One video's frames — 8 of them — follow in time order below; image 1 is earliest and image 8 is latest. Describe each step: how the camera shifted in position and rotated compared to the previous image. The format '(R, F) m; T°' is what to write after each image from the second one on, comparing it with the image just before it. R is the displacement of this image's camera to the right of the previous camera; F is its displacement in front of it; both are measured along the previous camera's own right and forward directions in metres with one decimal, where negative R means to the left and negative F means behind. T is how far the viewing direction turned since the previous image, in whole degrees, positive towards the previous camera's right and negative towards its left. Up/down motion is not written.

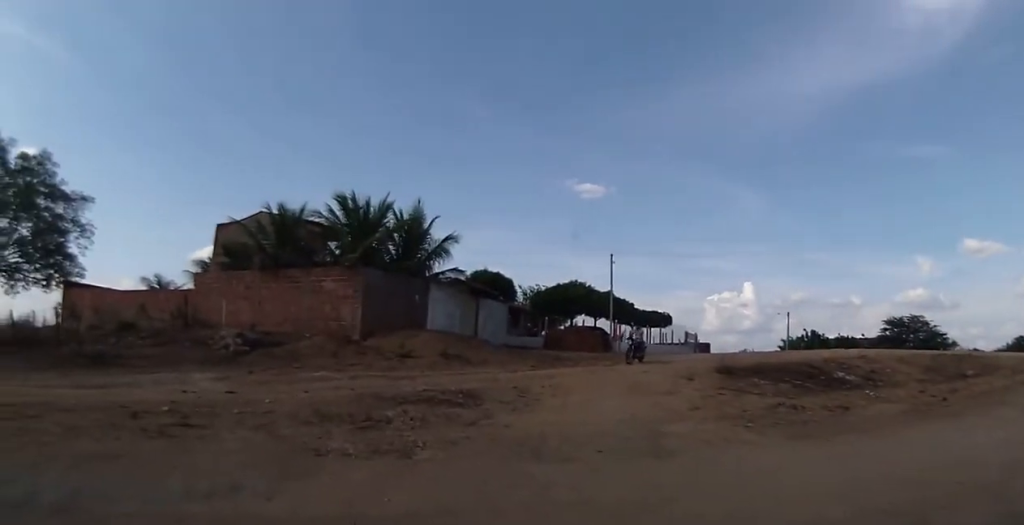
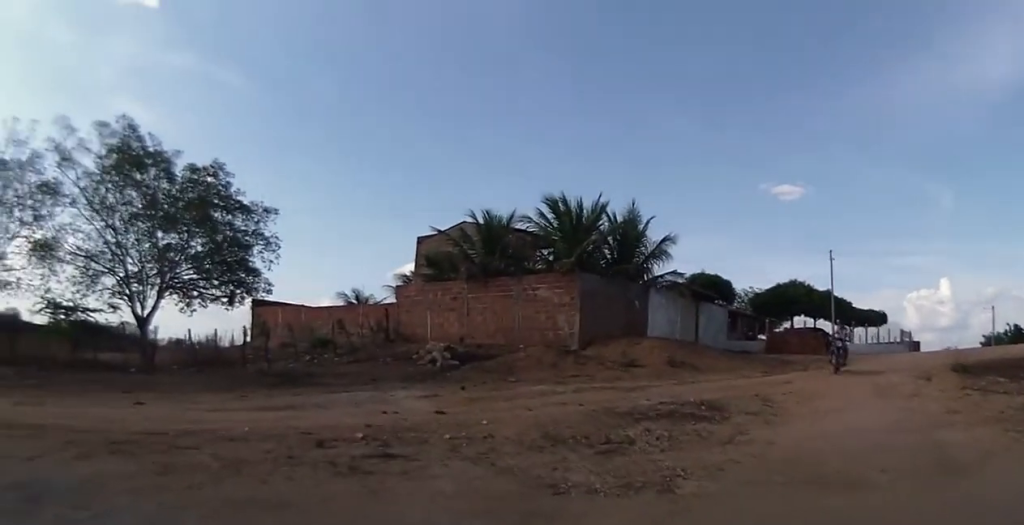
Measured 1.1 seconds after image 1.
(-0.3, +2.8) m; -7°
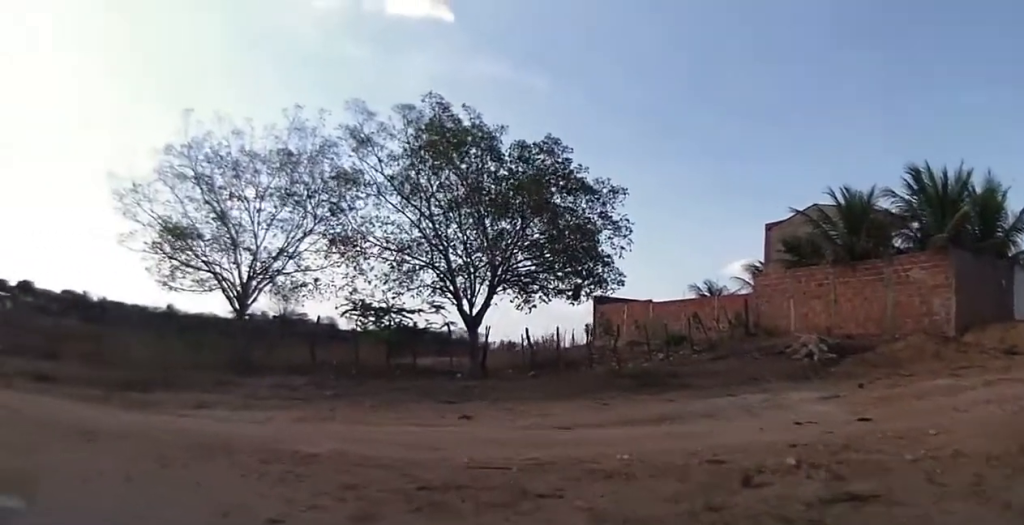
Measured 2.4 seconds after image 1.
(-0.1, +2.7) m; -32°
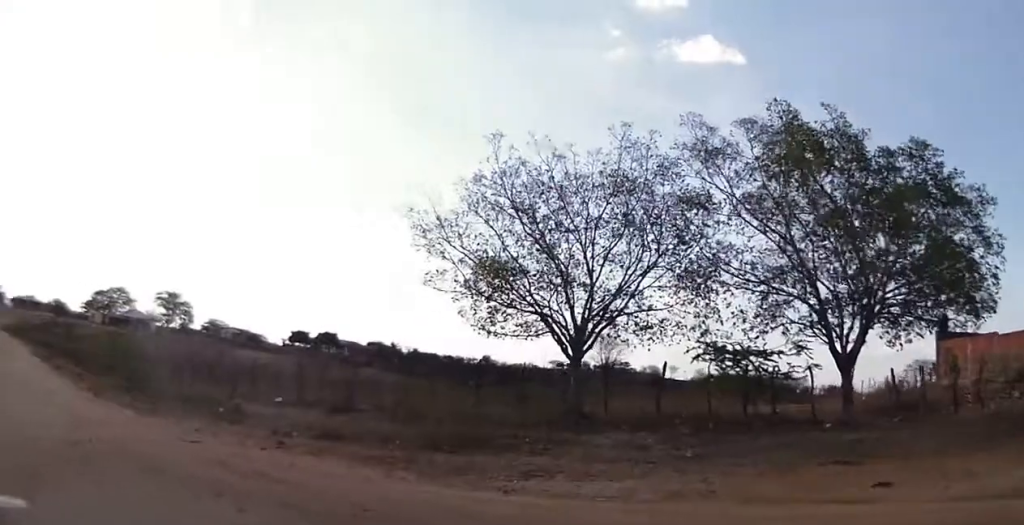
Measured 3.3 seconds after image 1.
(-0.8, +1.6) m; -25°
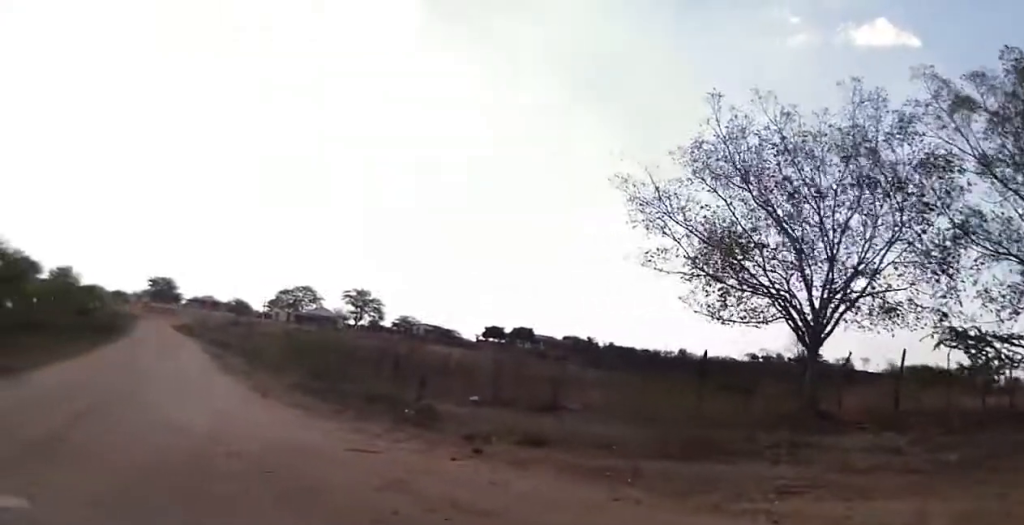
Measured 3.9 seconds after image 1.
(-0.1, +1.4) m; -12°
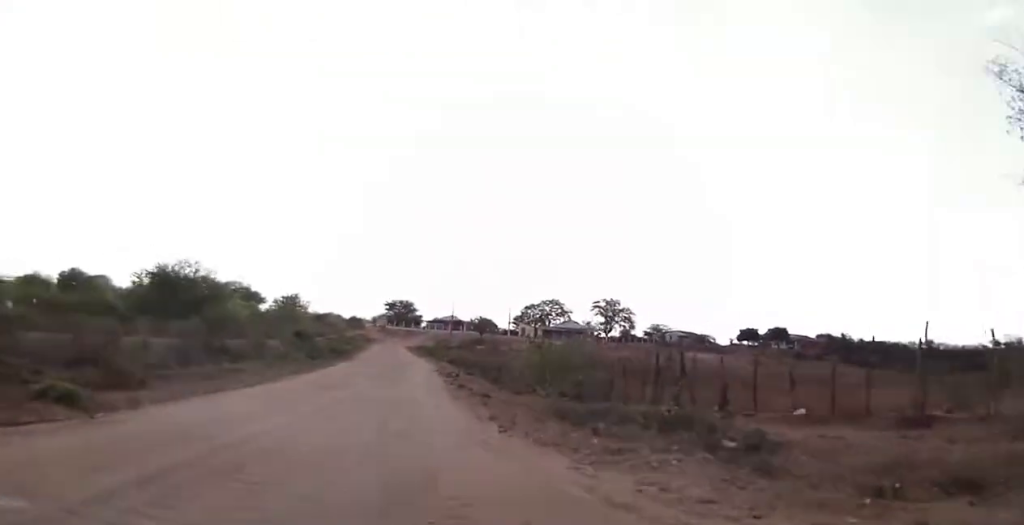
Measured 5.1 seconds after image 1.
(-0.6, +3.7) m; -22°
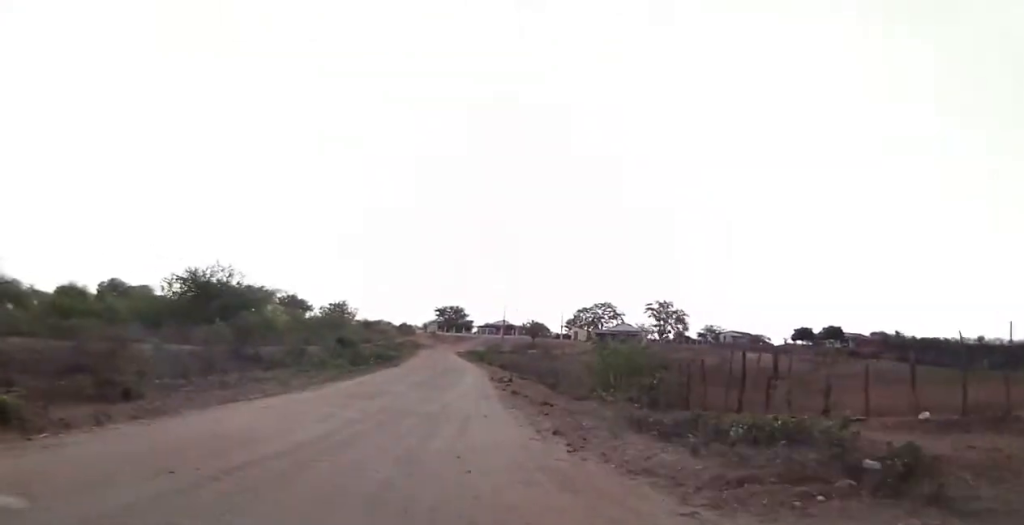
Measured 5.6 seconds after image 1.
(-0.1, +1.7) m; -9°
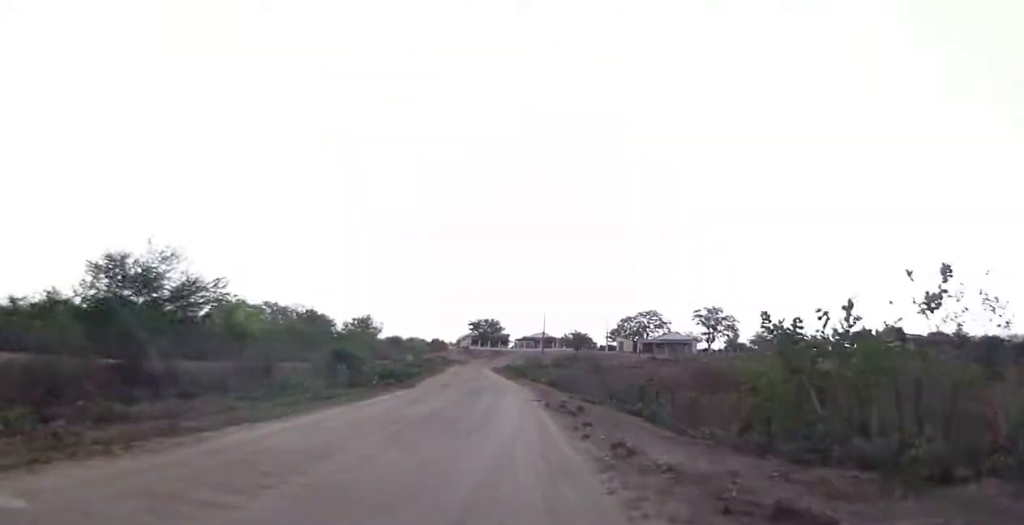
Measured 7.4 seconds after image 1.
(-1.7, +10.0) m; -15°
